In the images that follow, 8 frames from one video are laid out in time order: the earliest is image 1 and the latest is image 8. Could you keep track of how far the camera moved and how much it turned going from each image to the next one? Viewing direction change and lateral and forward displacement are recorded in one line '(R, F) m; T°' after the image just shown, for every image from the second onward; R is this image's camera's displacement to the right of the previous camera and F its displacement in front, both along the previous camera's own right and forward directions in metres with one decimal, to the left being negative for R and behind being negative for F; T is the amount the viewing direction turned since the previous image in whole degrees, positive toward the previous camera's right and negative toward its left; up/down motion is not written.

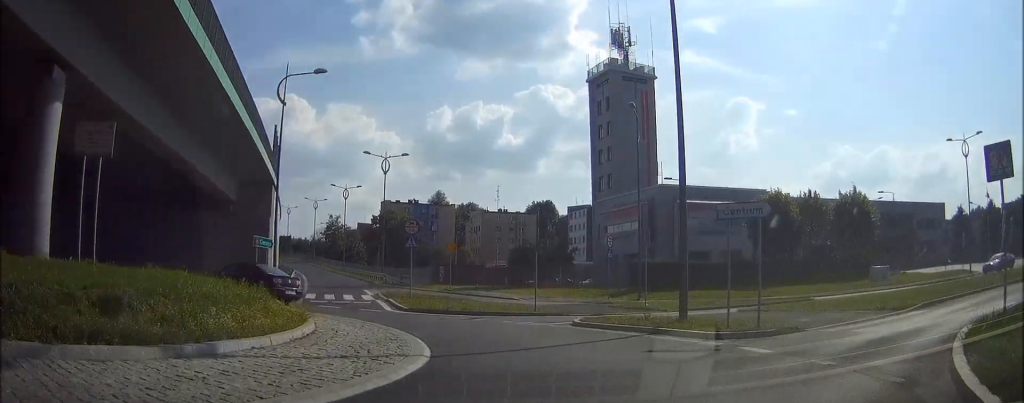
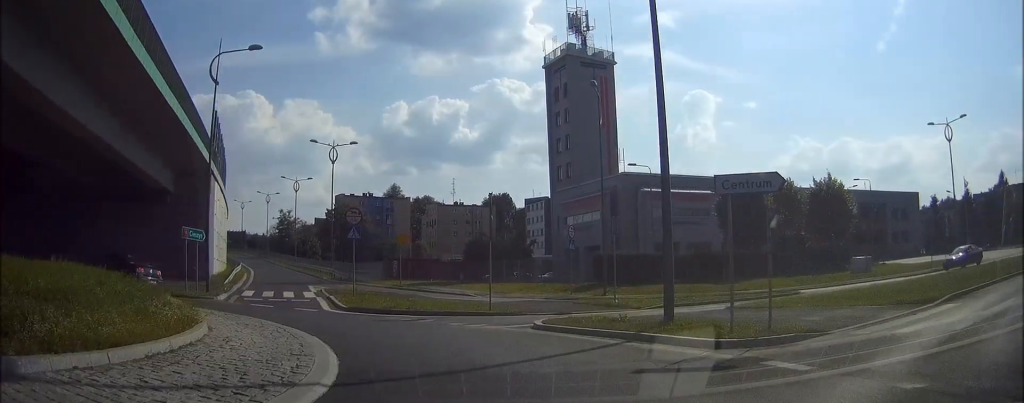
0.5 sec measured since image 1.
(0.0, +2.7) m; 0°
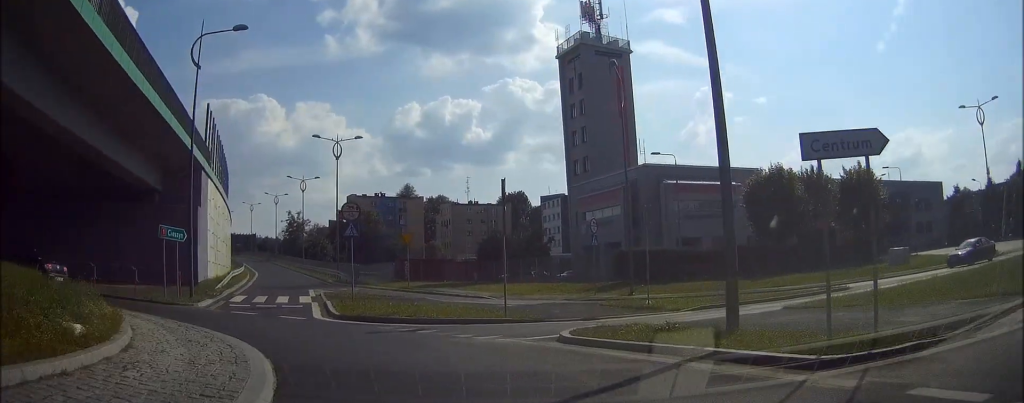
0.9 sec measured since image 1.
(0.0, +2.8) m; -1°
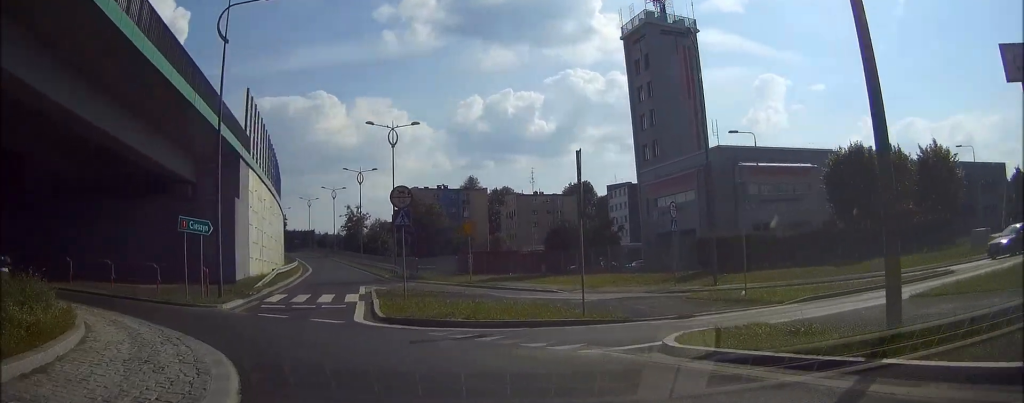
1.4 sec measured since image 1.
(0.0, +2.8) m; -2°
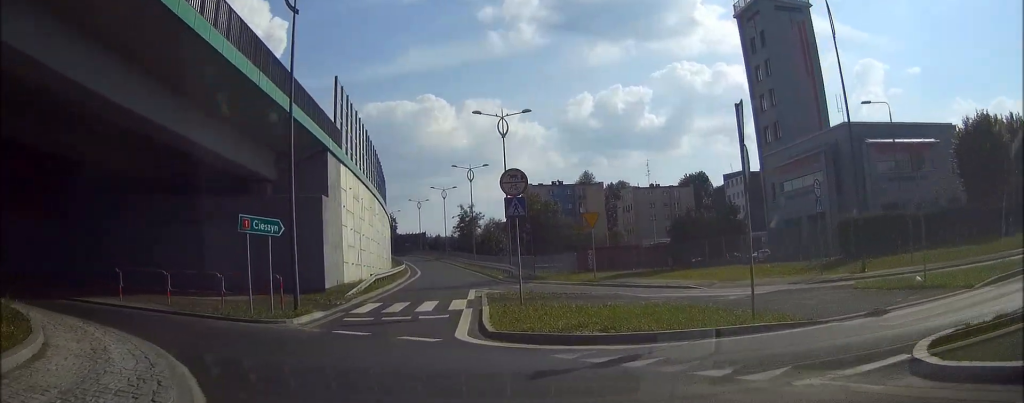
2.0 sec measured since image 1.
(+0.1, +3.6) m; -7°
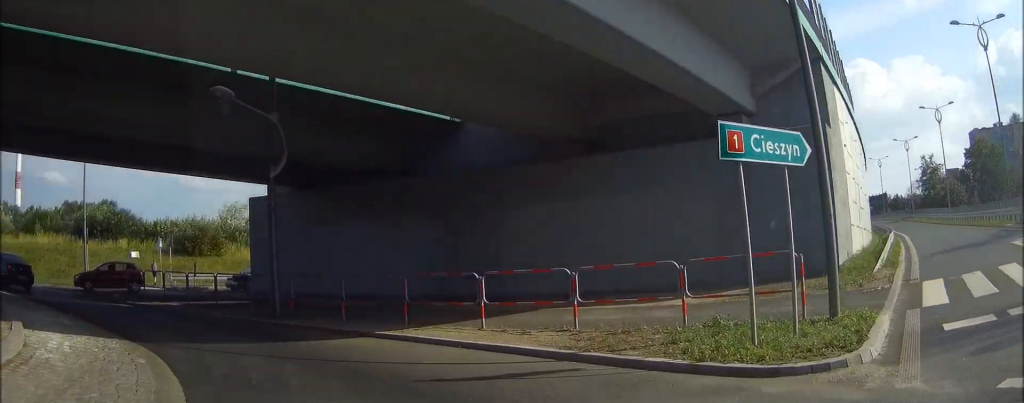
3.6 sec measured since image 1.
(-2.7, +10.0) m; -29°
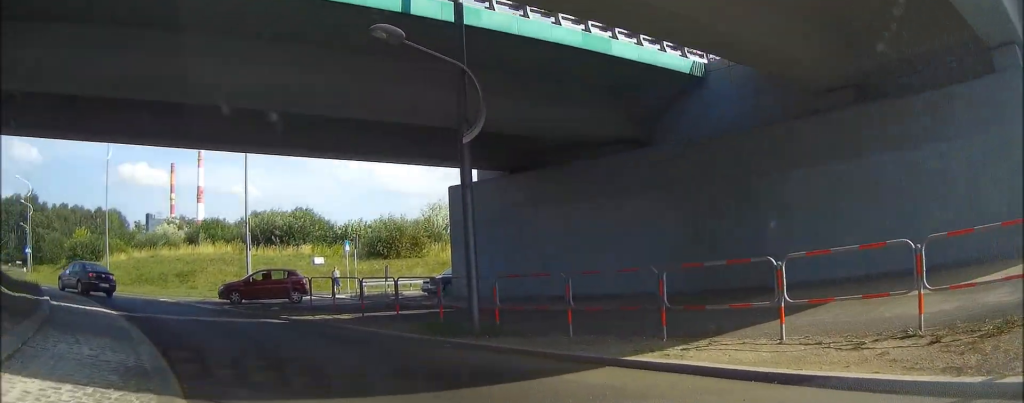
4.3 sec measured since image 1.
(-0.4, +4.9) m; -10°
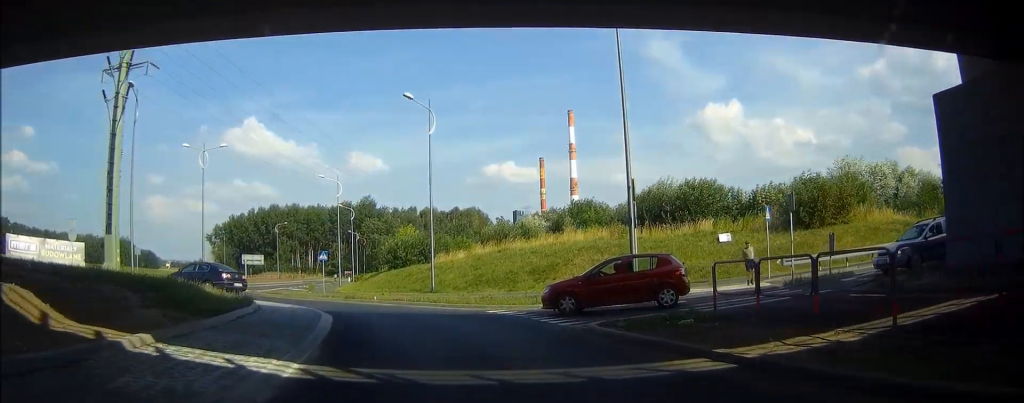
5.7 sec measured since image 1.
(-2.3, +10.4) m; -36°
